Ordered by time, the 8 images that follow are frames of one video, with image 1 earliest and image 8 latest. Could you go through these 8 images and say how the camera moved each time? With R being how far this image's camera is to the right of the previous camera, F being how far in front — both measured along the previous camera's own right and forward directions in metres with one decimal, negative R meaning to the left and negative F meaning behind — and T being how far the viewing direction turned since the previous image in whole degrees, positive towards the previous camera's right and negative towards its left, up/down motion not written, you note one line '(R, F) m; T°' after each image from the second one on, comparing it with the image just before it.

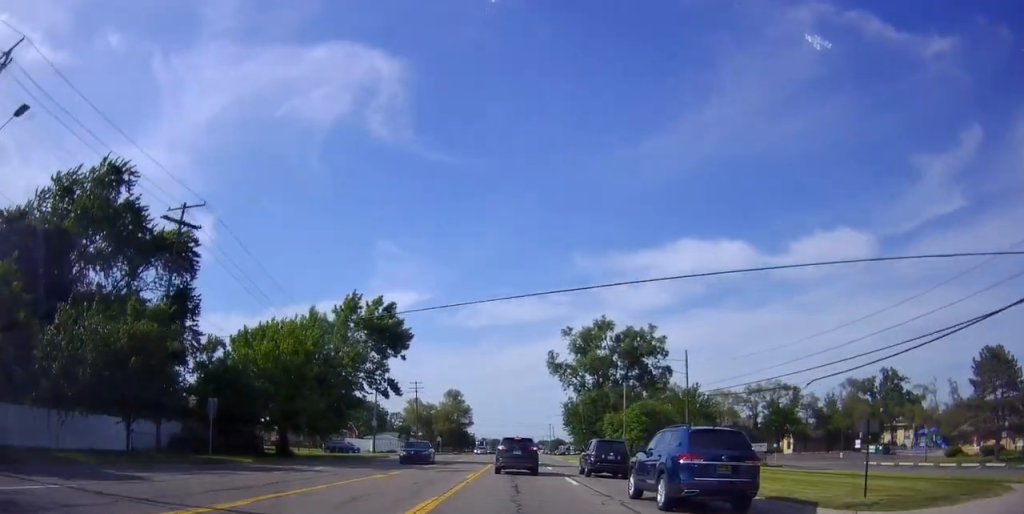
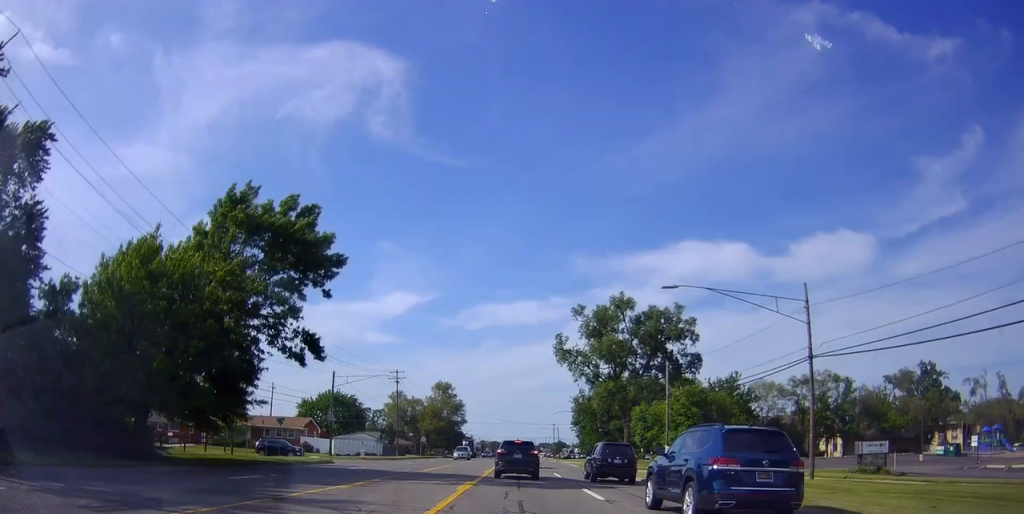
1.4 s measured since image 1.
(-0.1, +19.7) m; -1°
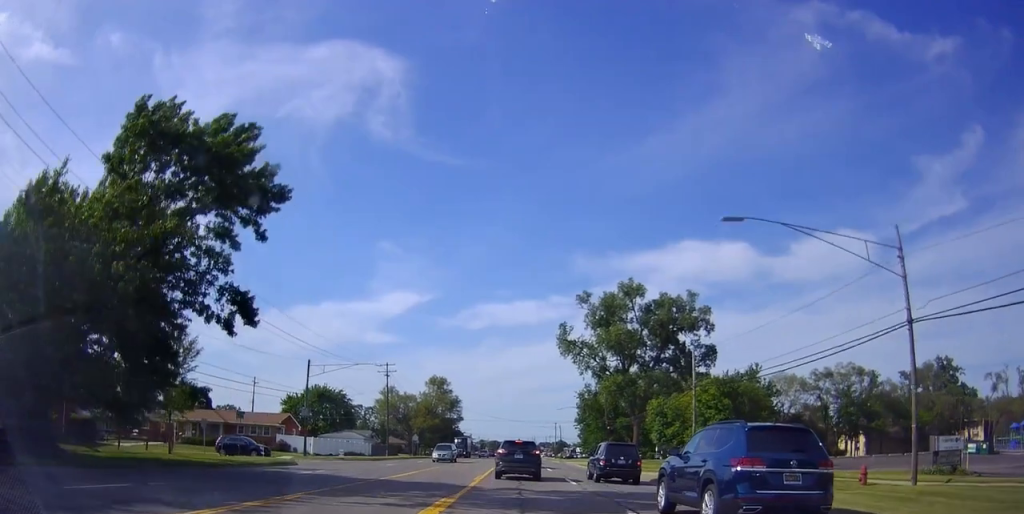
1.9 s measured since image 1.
(0.0, +7.7) m; -1°
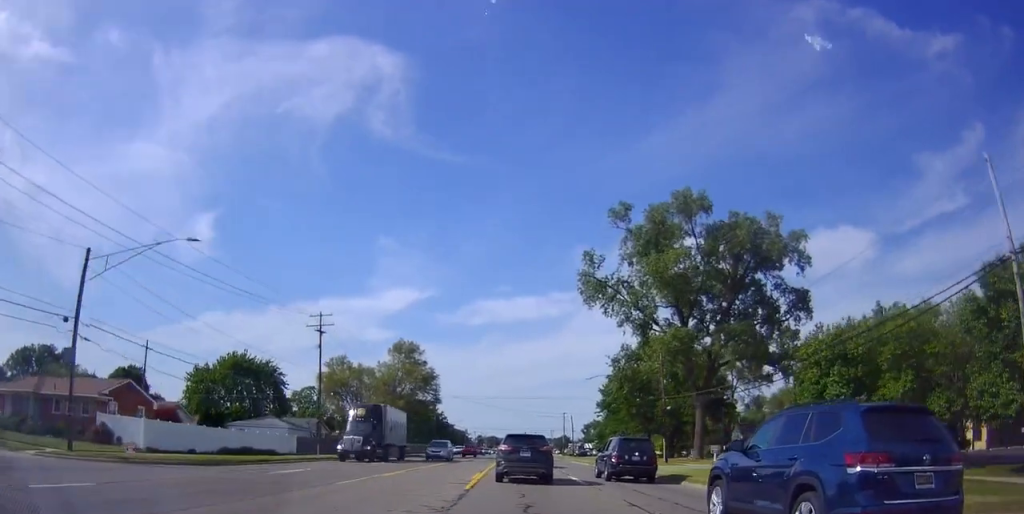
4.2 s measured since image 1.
(-0.5, +32.3) m; 0°
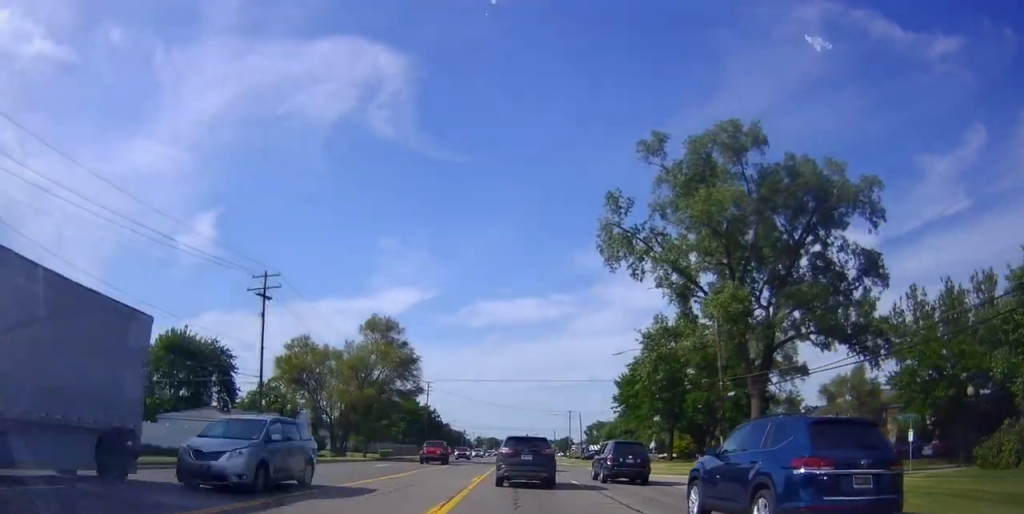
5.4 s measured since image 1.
(+0.1, +16.5) m; 0°
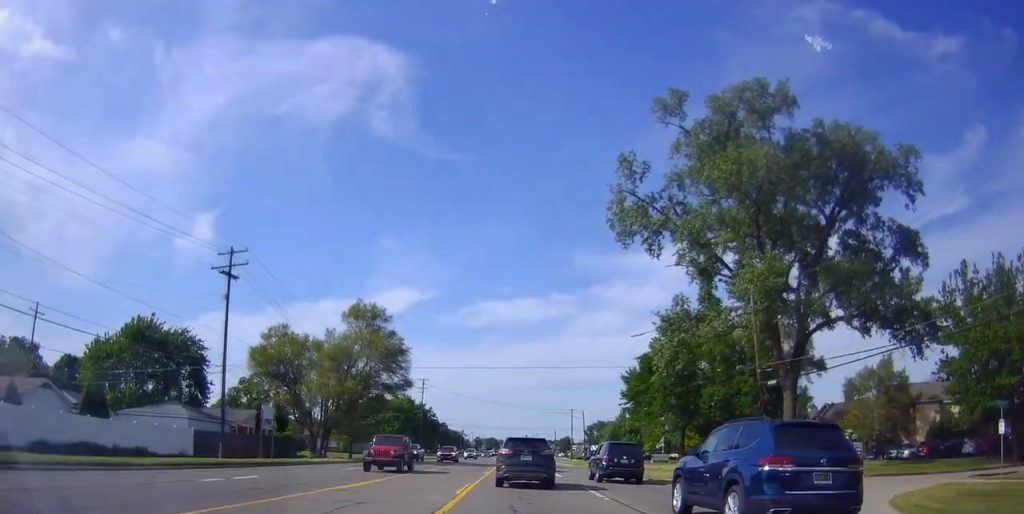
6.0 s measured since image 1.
(0.0, +6.9) m; +1°
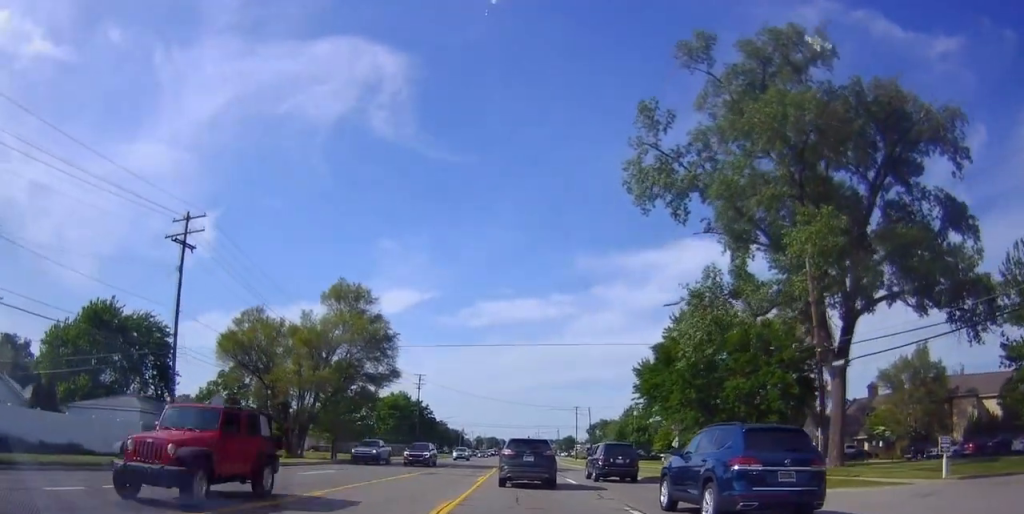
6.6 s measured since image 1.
(-0.1, +7.5) m; +1°
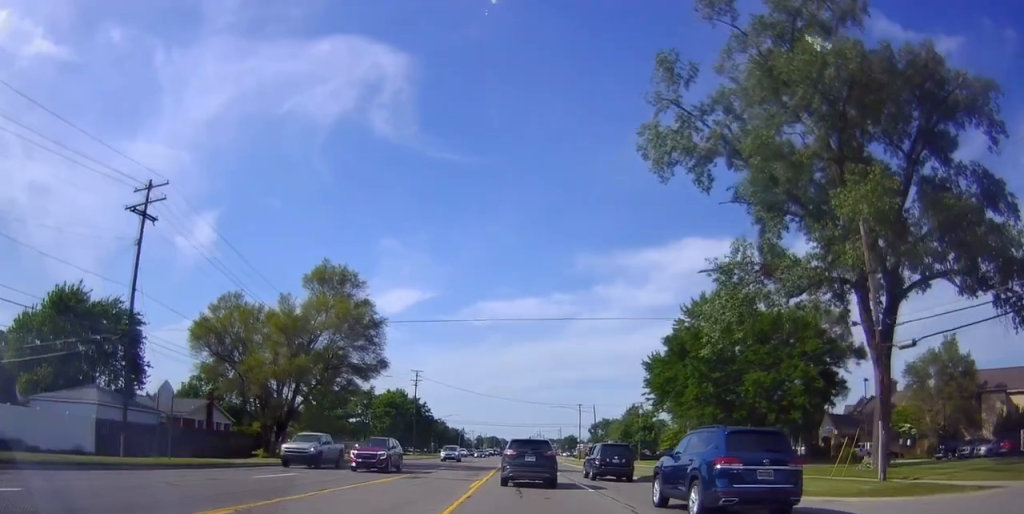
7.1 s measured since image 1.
(+0.2, +5.2) m; 0°
